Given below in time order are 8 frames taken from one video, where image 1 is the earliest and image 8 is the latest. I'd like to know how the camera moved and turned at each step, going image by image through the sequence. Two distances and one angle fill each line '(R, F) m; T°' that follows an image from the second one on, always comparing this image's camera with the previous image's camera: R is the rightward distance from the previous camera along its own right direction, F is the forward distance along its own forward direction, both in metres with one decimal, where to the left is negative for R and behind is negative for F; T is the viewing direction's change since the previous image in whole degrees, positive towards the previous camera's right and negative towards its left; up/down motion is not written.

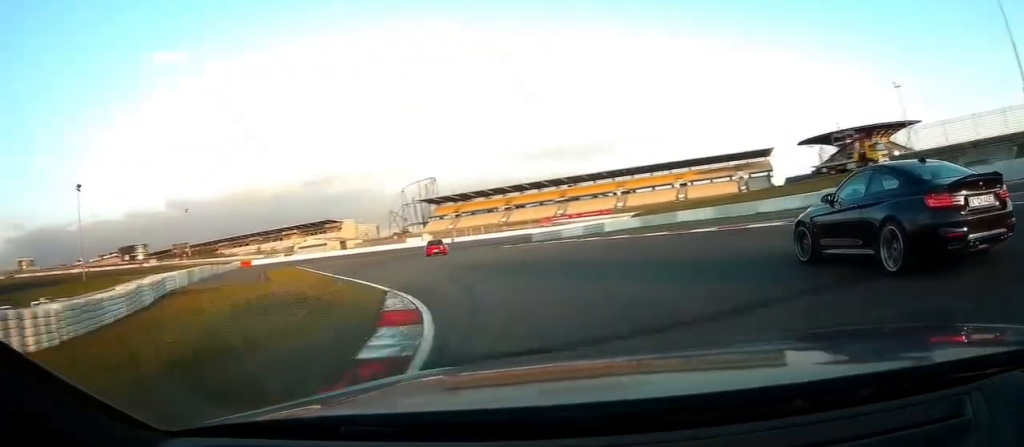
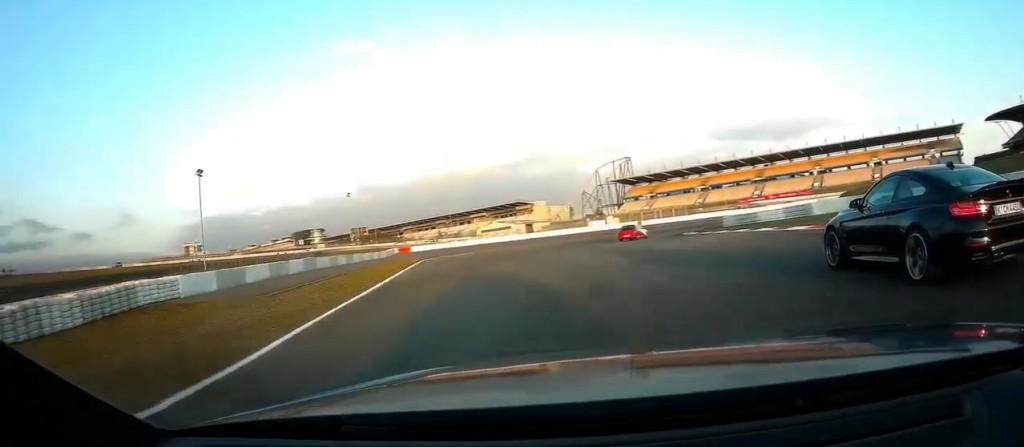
(-0.5, +10.1) m; -5°
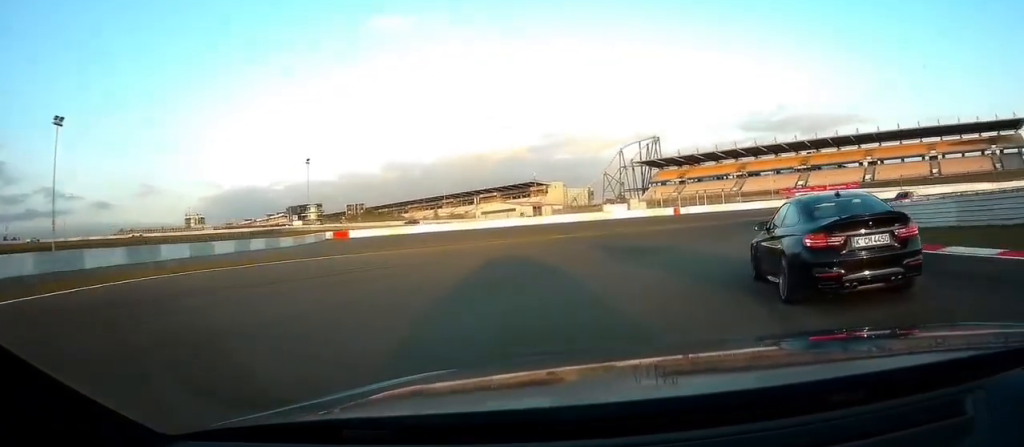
(-0.7, +27.5) m; +3°
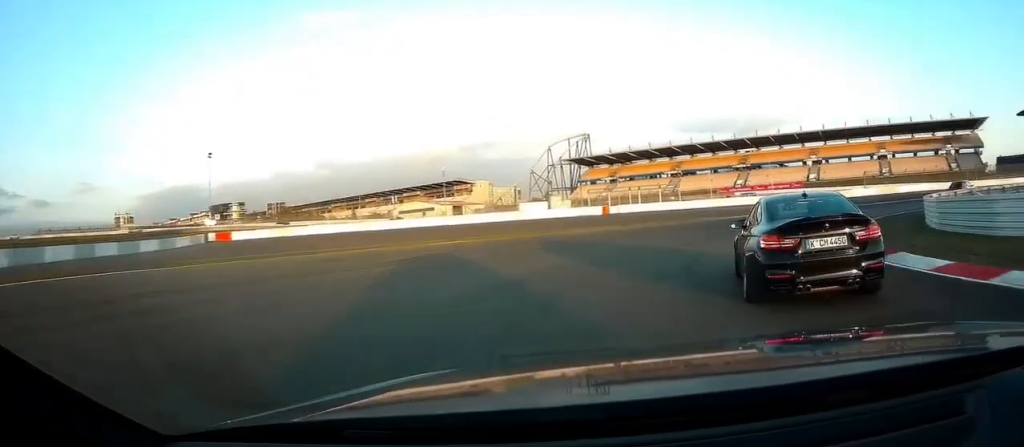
(-0.3, +10.0) m; +4°
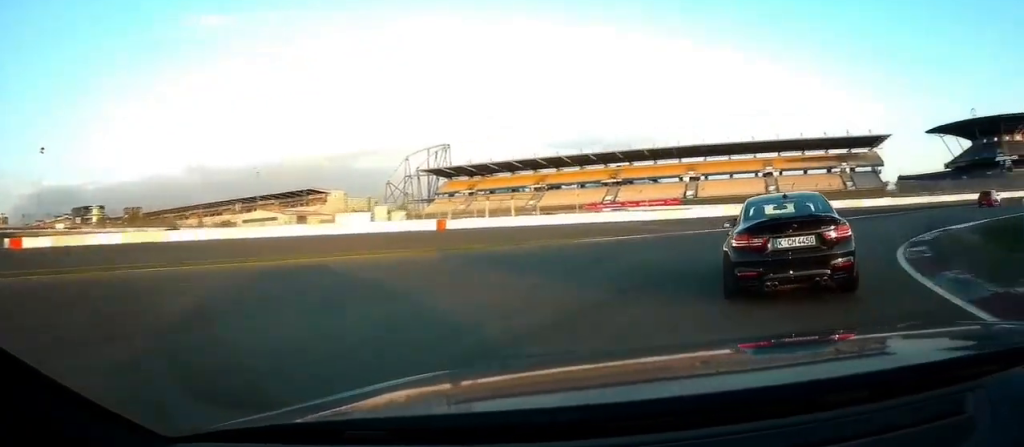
(+1.3, +14.6) m; +14°
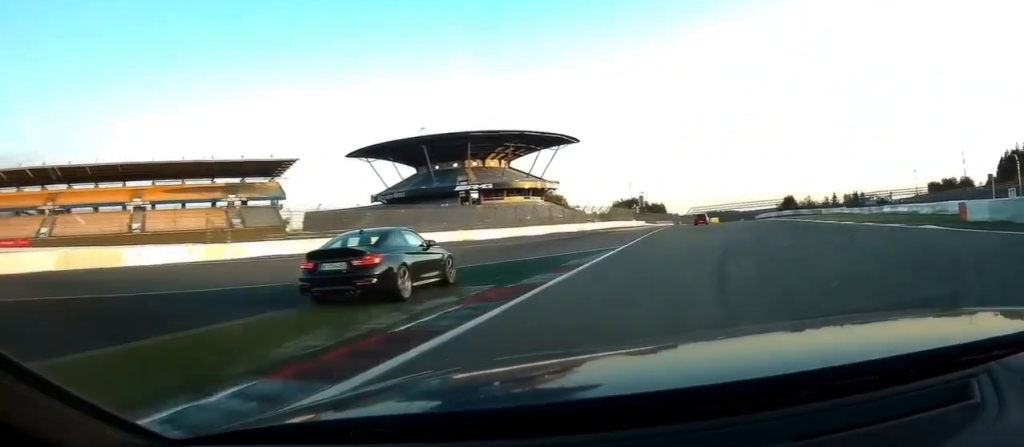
(+33.9, +47.7) m; +62°
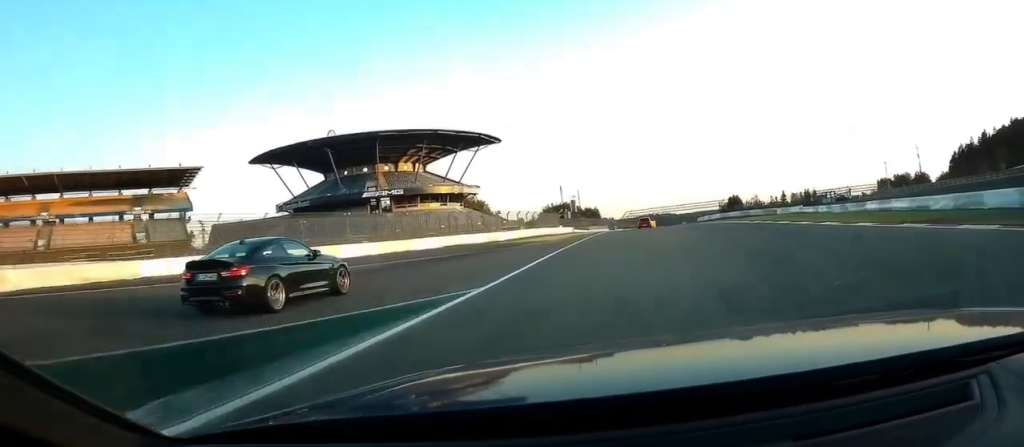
(+1.3, +17.0) m; +3°
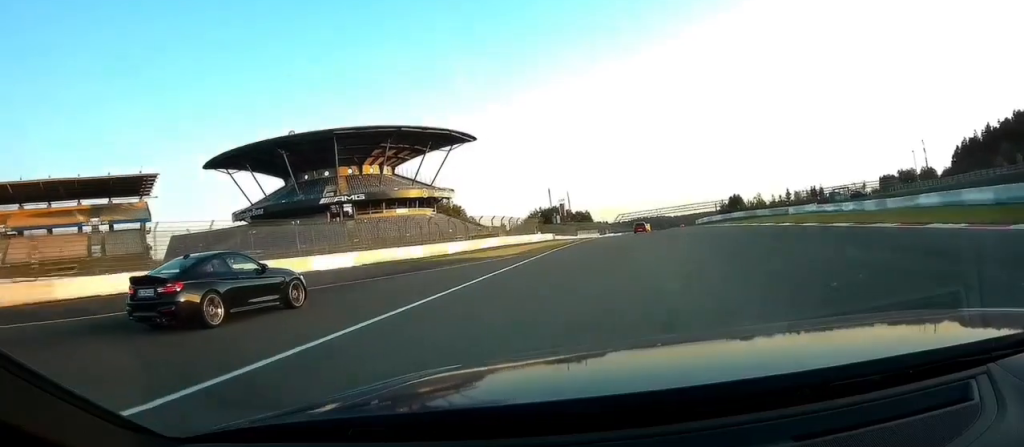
(+0.5, +15.7) m; +2°
